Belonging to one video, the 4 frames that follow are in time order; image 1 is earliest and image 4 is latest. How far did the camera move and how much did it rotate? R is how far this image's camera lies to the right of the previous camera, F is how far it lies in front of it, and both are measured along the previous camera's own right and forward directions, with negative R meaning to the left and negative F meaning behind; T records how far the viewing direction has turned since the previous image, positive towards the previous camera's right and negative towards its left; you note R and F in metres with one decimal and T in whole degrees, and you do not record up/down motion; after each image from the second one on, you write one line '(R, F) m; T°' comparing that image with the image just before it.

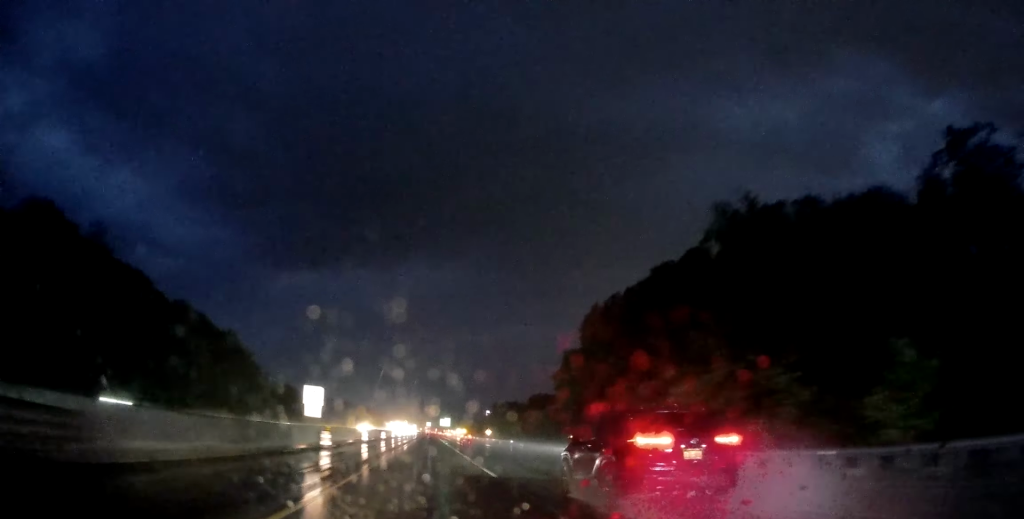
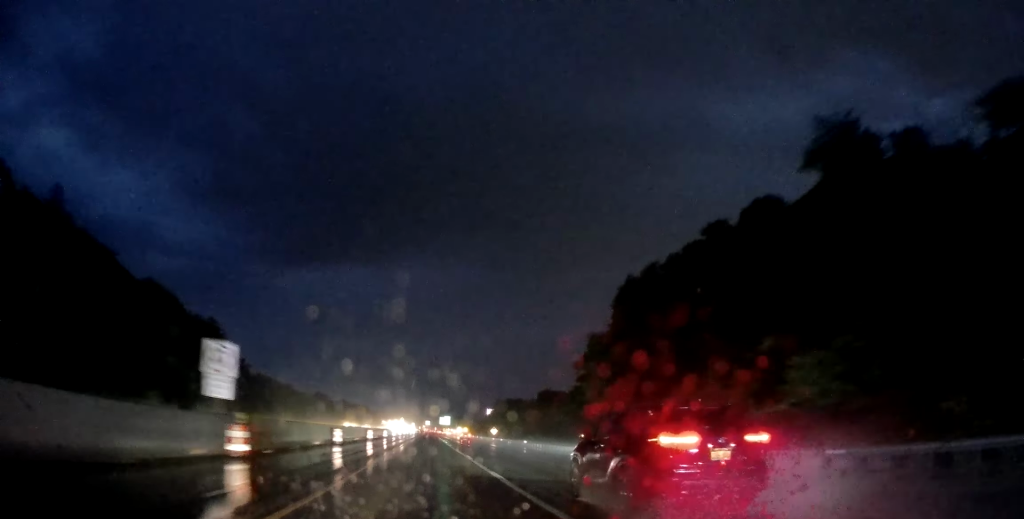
(0.0, +13.8) m; 0°
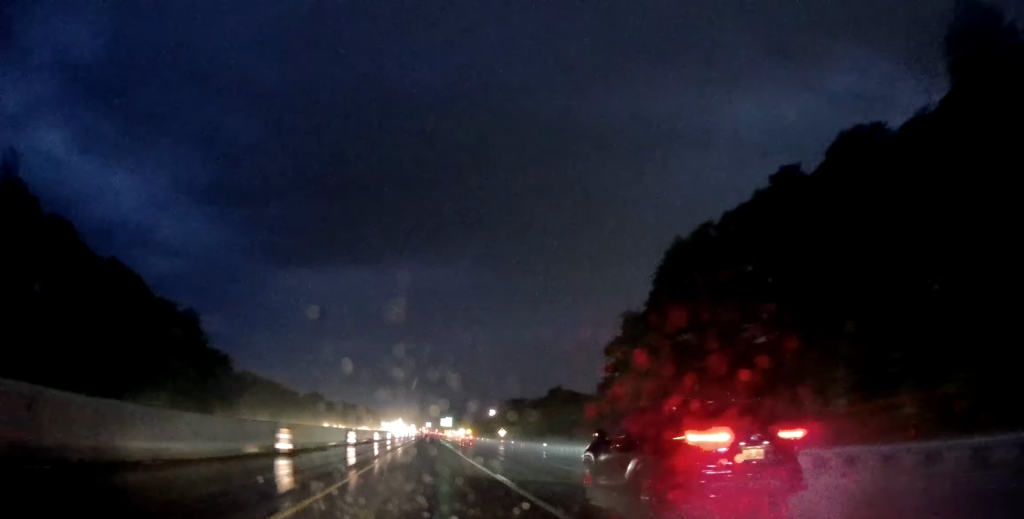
(0.0, +12.8) m; 0°
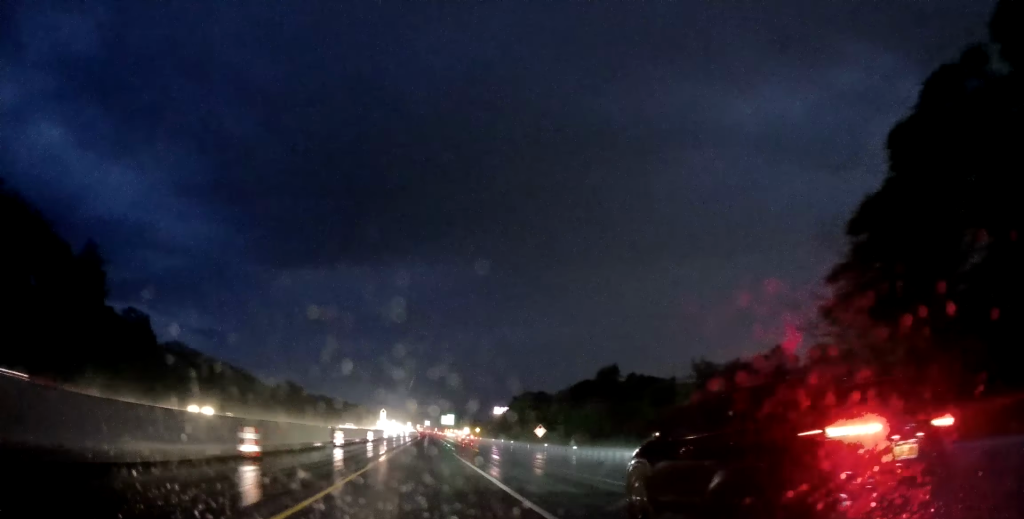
(-0.4, +40.2) m; -1°
